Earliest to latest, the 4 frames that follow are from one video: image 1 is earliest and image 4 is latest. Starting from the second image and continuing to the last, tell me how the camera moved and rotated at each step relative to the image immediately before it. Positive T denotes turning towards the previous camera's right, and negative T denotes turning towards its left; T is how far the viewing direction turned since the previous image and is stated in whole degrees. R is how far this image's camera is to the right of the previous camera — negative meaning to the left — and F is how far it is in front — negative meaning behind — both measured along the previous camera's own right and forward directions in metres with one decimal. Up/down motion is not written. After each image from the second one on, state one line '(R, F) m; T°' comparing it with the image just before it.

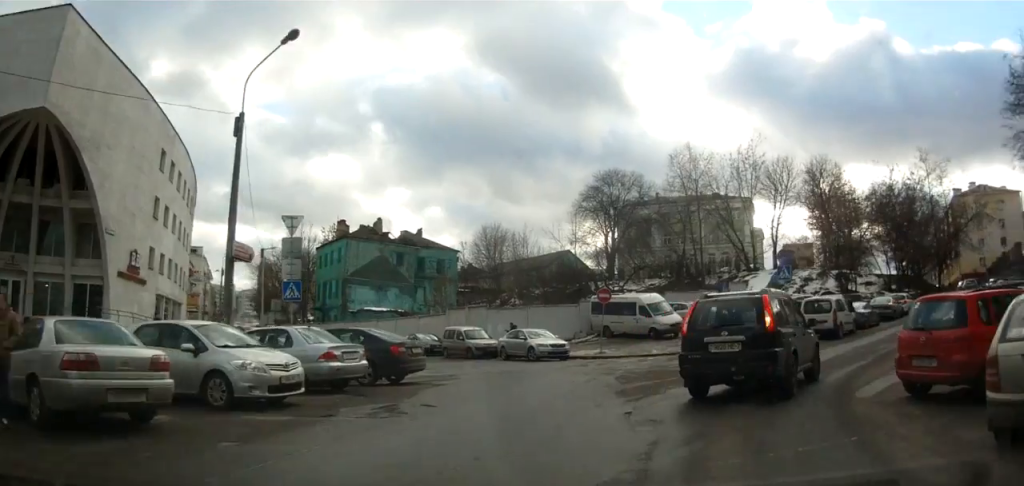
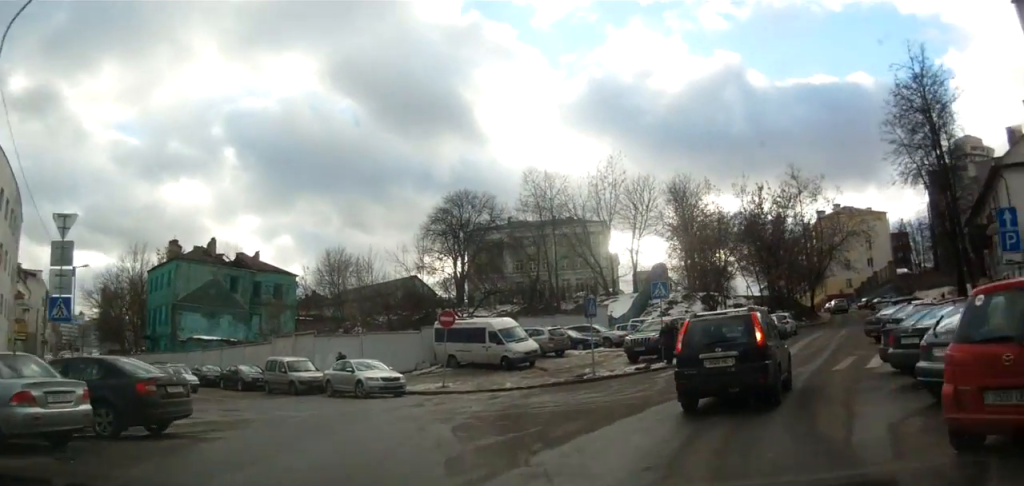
(+1.1, +6.0) m; +10°
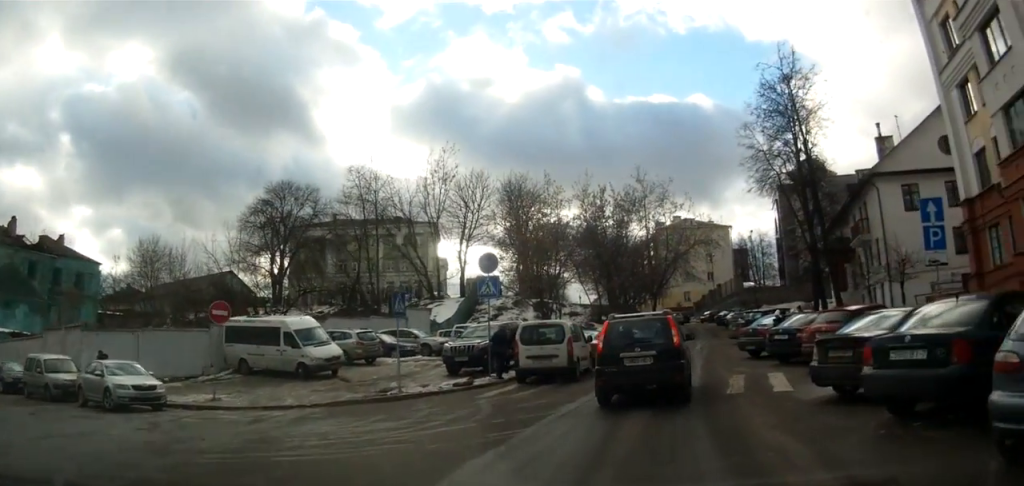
(+0.2, +6.8) m; +3°
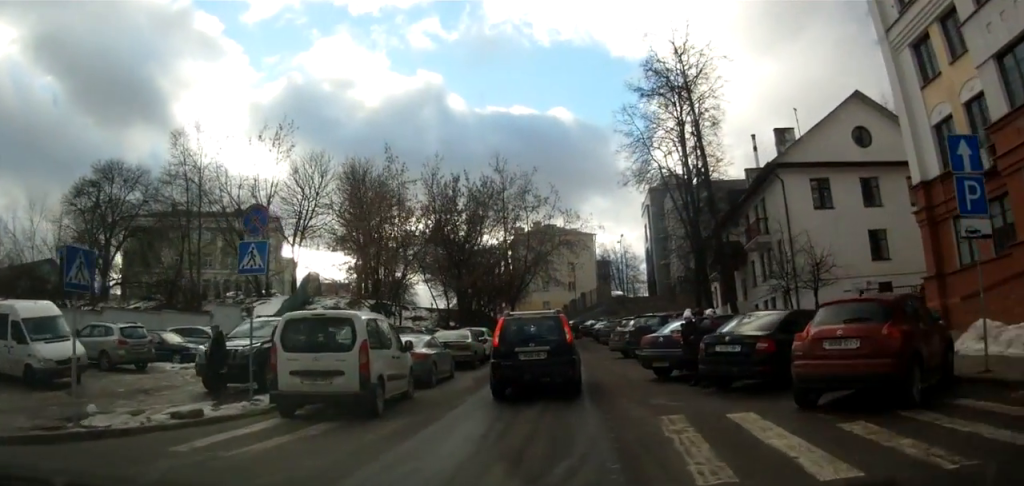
(+0.2, +10.2) m; +7°
